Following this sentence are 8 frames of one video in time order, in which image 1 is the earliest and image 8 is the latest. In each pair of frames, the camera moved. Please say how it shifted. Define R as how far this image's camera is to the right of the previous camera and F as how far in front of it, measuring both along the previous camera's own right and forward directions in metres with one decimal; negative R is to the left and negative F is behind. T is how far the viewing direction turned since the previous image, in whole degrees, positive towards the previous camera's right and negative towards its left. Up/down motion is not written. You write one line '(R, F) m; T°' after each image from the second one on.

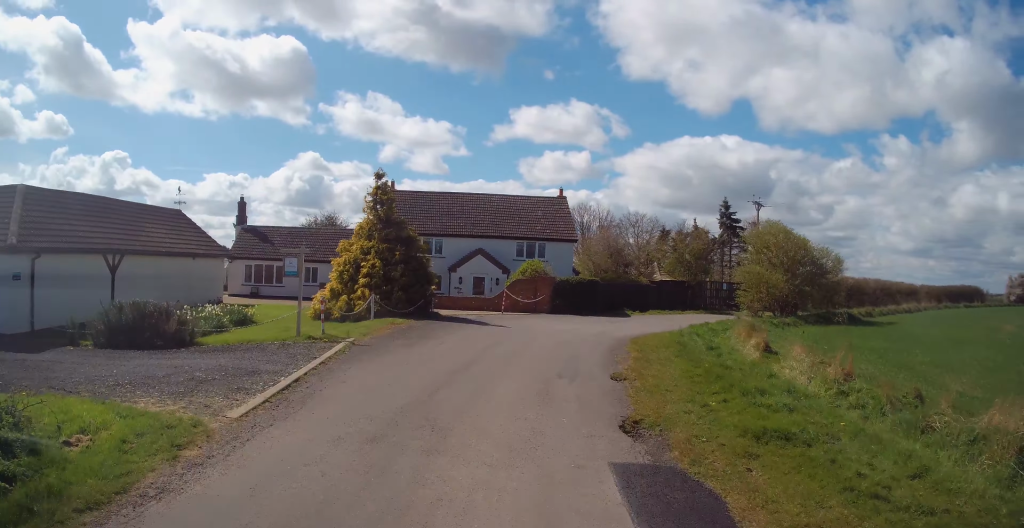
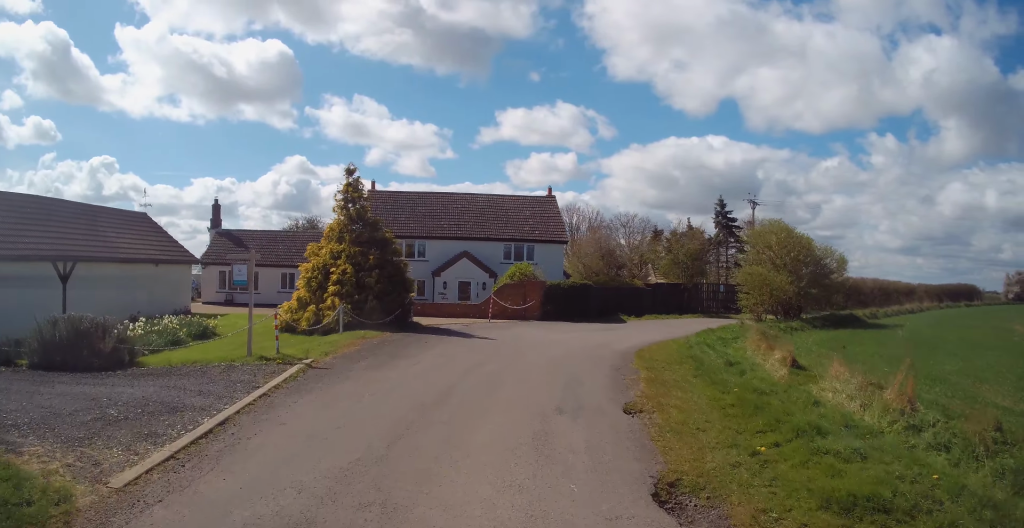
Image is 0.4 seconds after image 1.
(0.0, +1.9) m; -4°
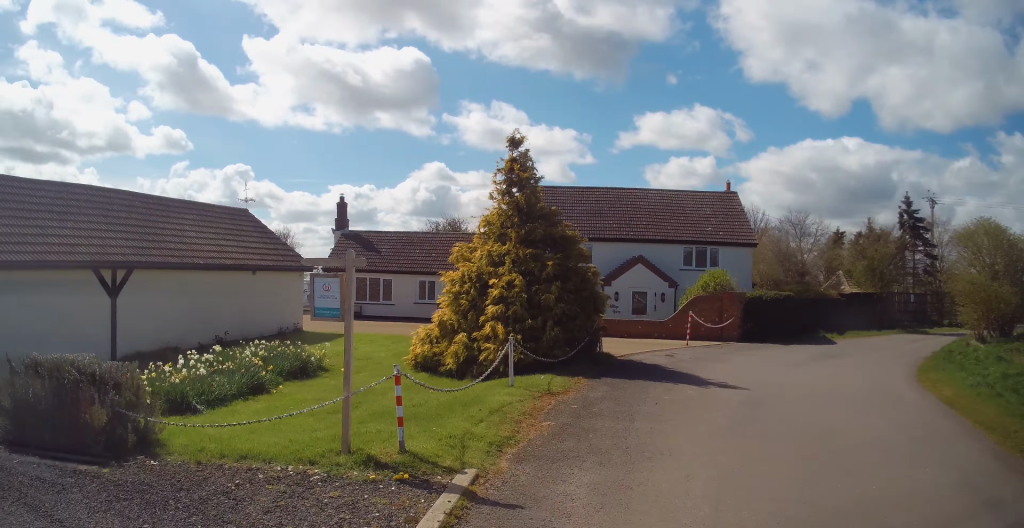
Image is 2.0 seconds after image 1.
(-0.7, +5.2) m; -25°
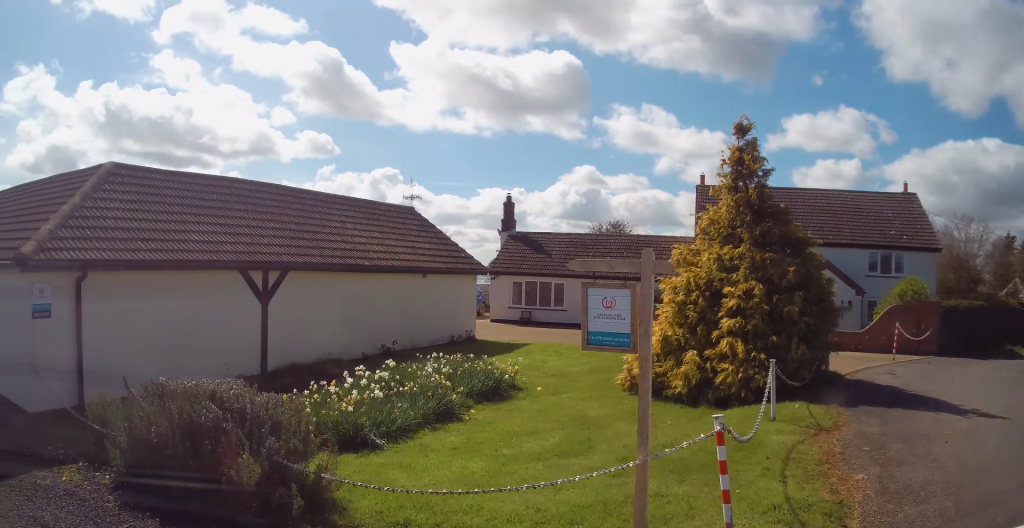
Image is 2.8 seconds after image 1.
(-0.2, +2.0) m; -11°
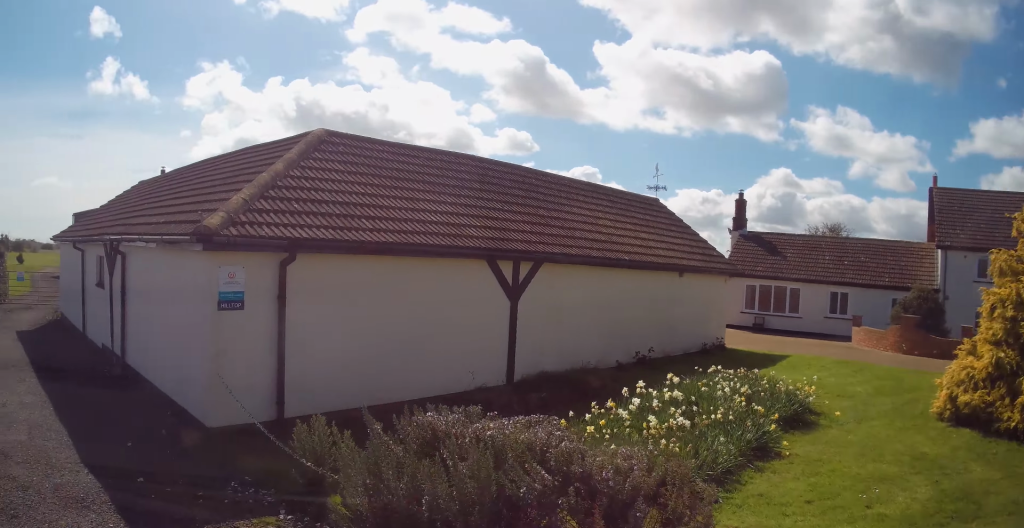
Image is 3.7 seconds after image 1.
(-0.2, +2.1) m; -15°
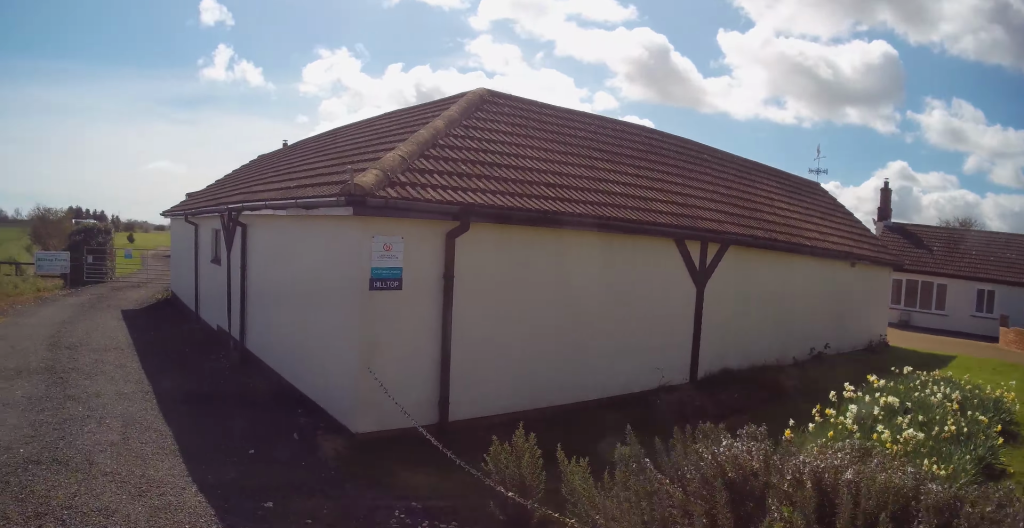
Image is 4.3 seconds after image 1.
(-0.1, +1.3) m; -11°
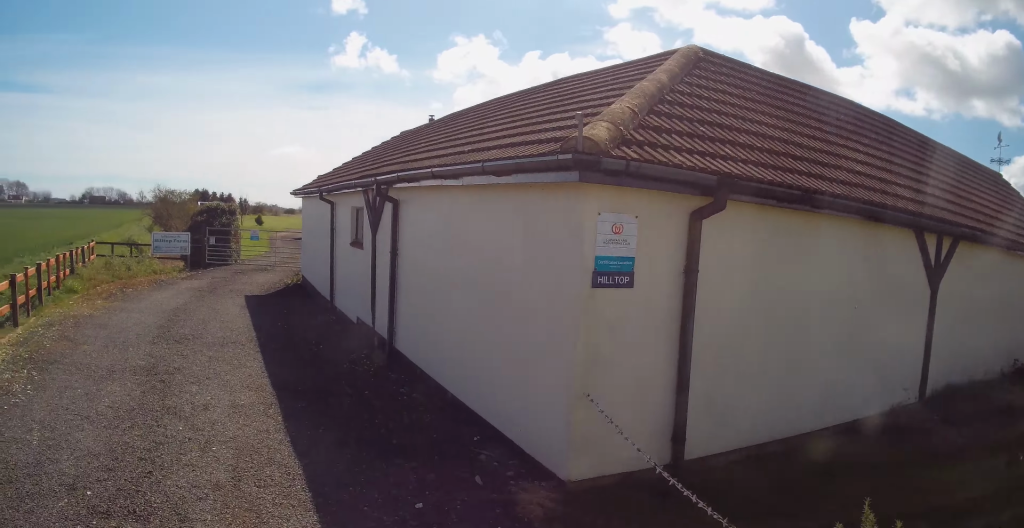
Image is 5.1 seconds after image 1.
(-0.2, +1.7) m; -15°
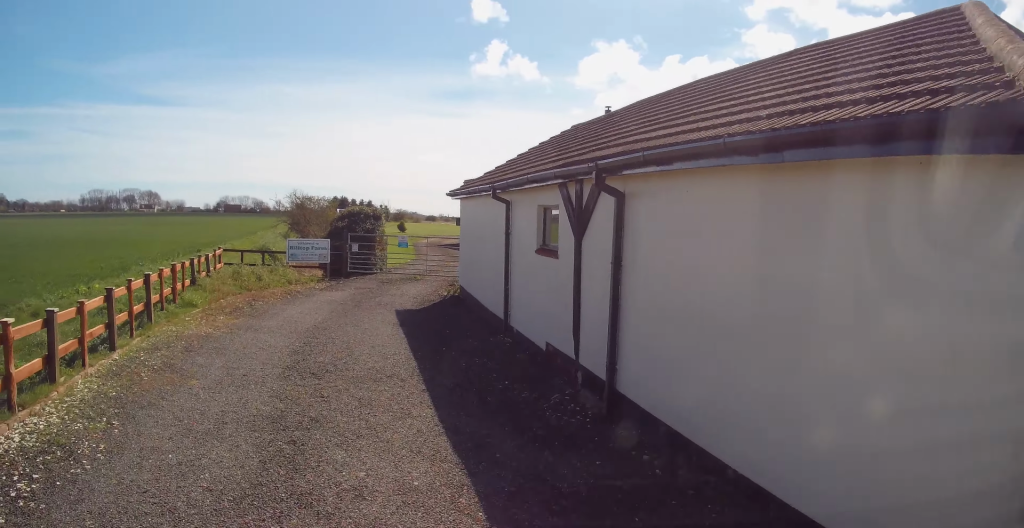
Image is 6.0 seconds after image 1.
(-0.3, +2.0) m; -8°
